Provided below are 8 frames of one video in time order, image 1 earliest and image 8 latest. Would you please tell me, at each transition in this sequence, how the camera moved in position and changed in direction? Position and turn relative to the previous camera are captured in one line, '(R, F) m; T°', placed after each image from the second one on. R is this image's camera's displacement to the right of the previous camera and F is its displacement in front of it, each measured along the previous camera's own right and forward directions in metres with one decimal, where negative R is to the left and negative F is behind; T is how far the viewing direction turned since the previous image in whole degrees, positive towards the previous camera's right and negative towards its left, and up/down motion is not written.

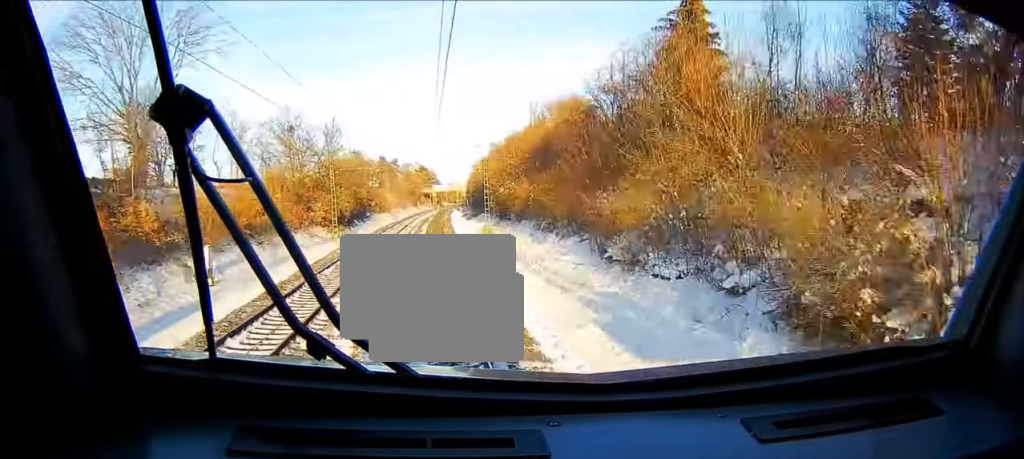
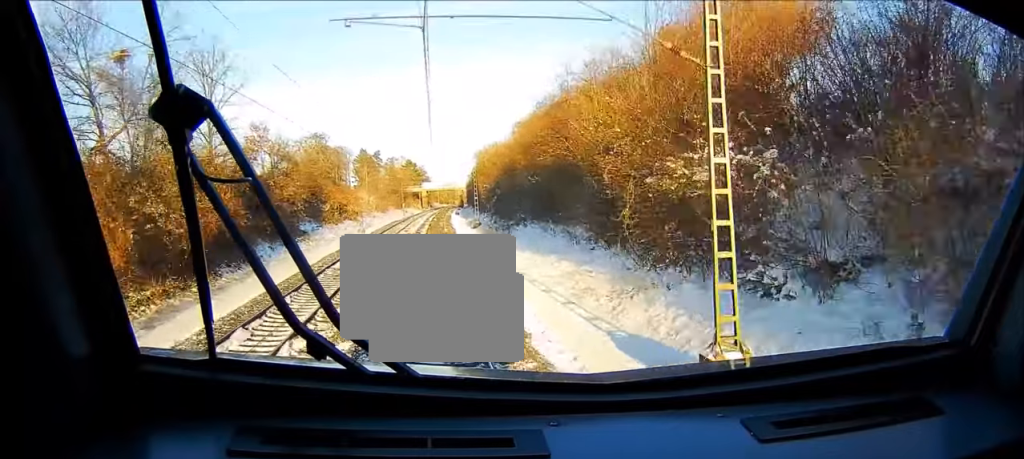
(+0.5, +46.4) m; +1°
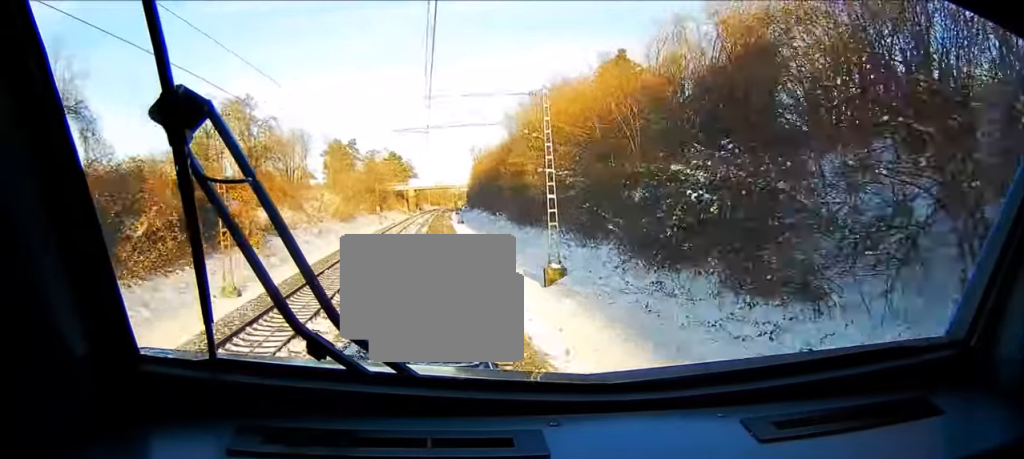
(+0.3, +49.3) m; +1°
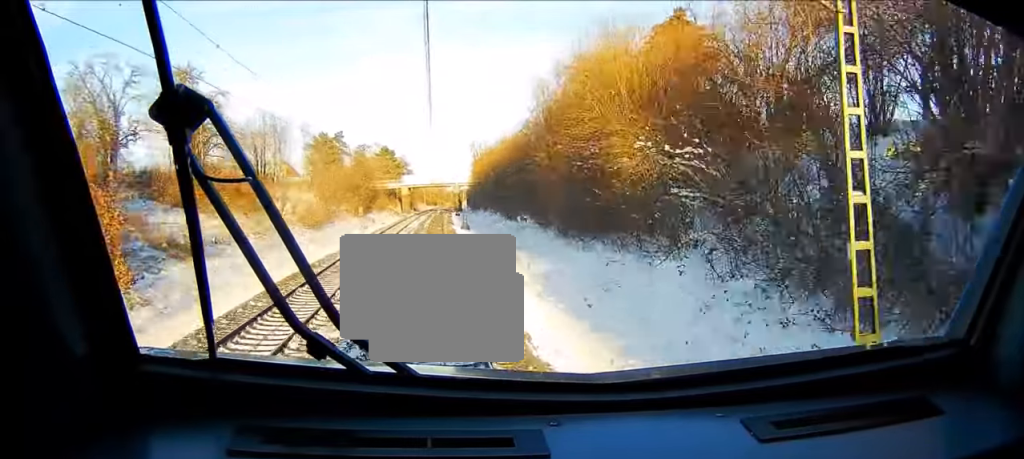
(+0.1, +18.1) m; 0°
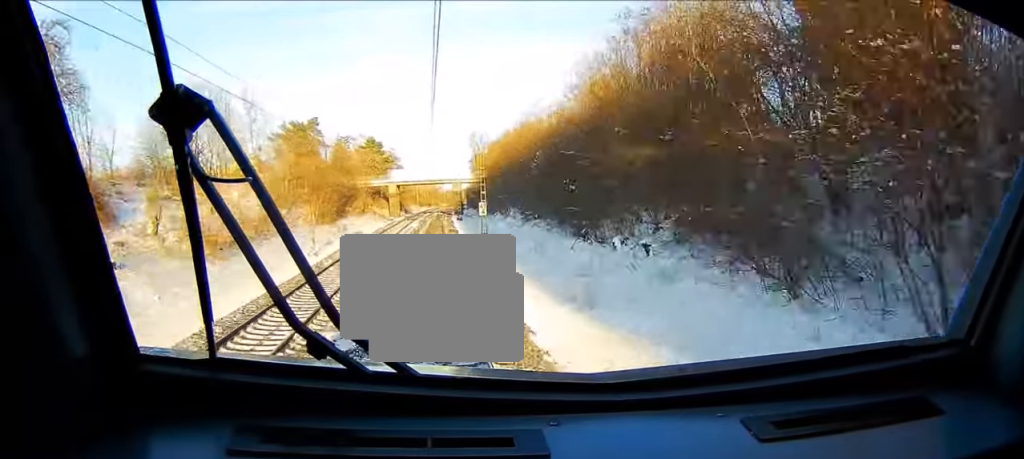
(+0.1, +29.3) m; +1°
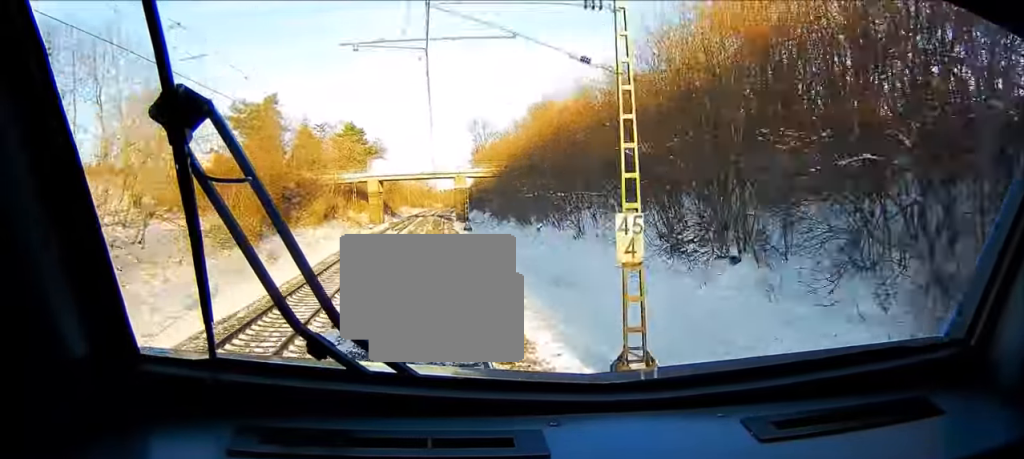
(+0.2, +30.3) m; +1°
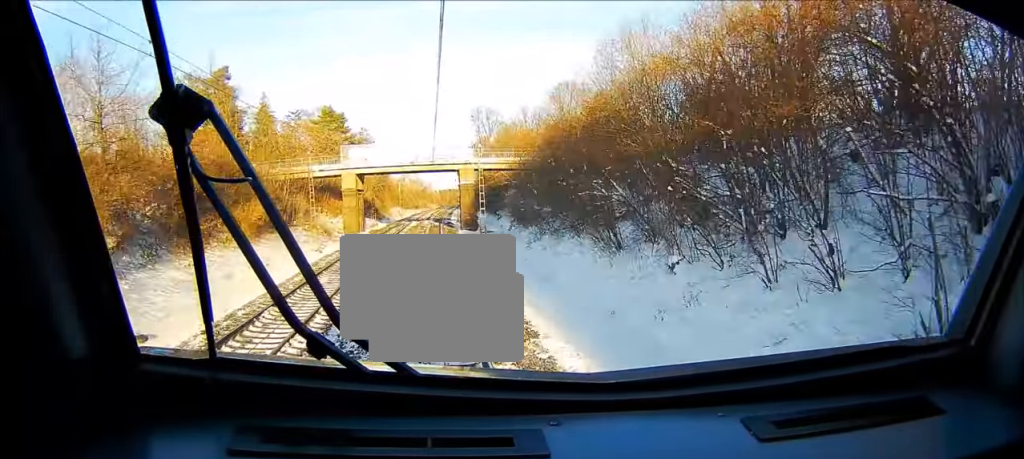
(+0.1, +23.5) m; 0°
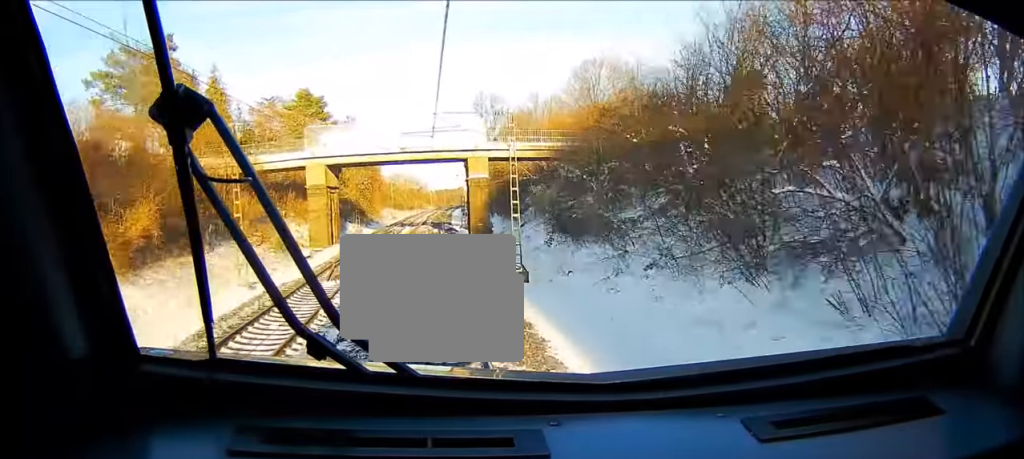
(+0.1, +16.7) m; 0°
